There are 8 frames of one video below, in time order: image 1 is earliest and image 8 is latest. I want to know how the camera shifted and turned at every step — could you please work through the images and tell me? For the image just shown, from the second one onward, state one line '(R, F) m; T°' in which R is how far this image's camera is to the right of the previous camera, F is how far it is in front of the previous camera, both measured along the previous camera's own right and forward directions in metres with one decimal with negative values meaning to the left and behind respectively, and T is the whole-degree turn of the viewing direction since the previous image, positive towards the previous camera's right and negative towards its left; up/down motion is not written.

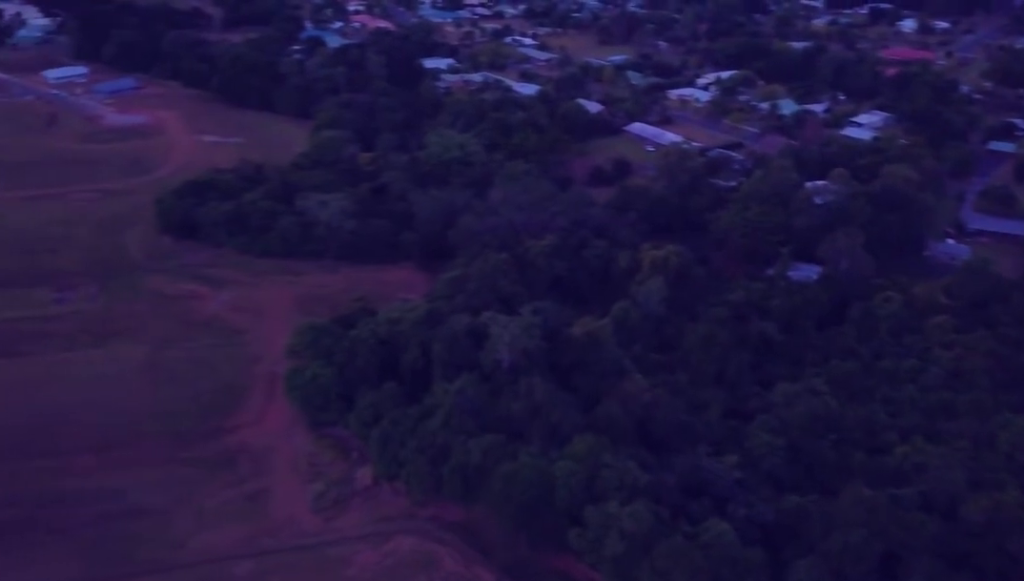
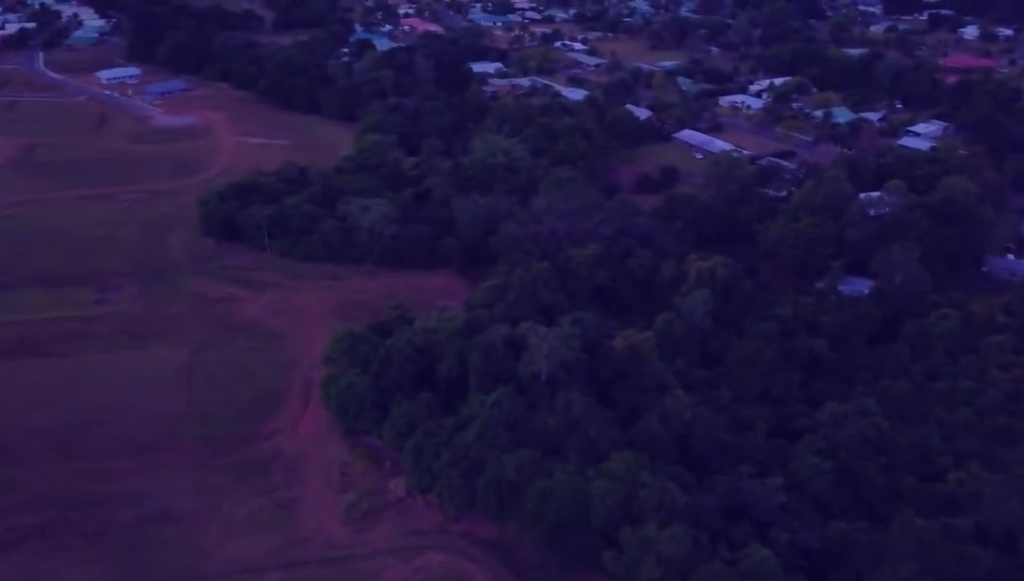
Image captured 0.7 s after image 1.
(0.0, +4.6) m; 0°
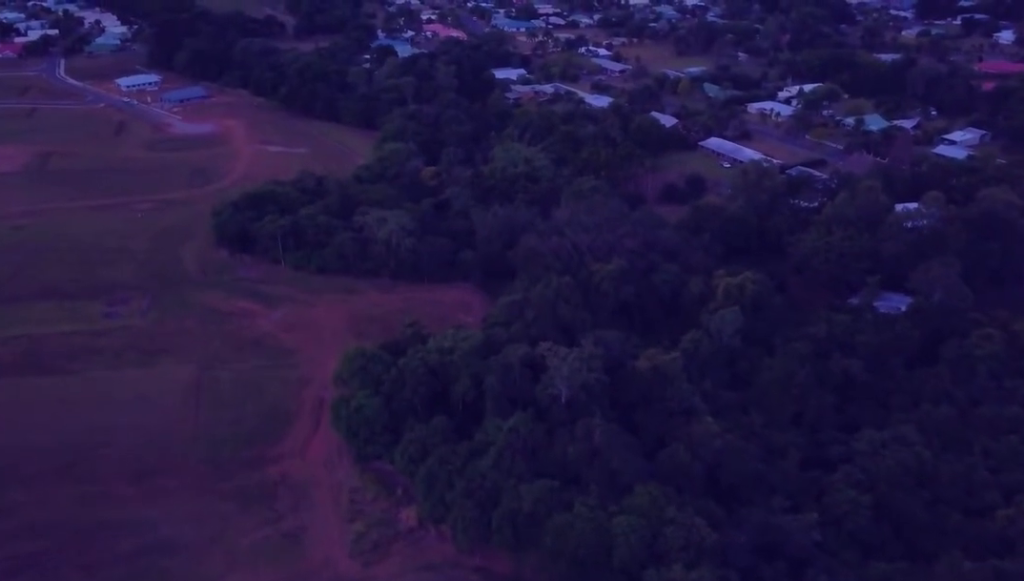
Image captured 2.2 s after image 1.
(0.0, +9.9) m; 0°
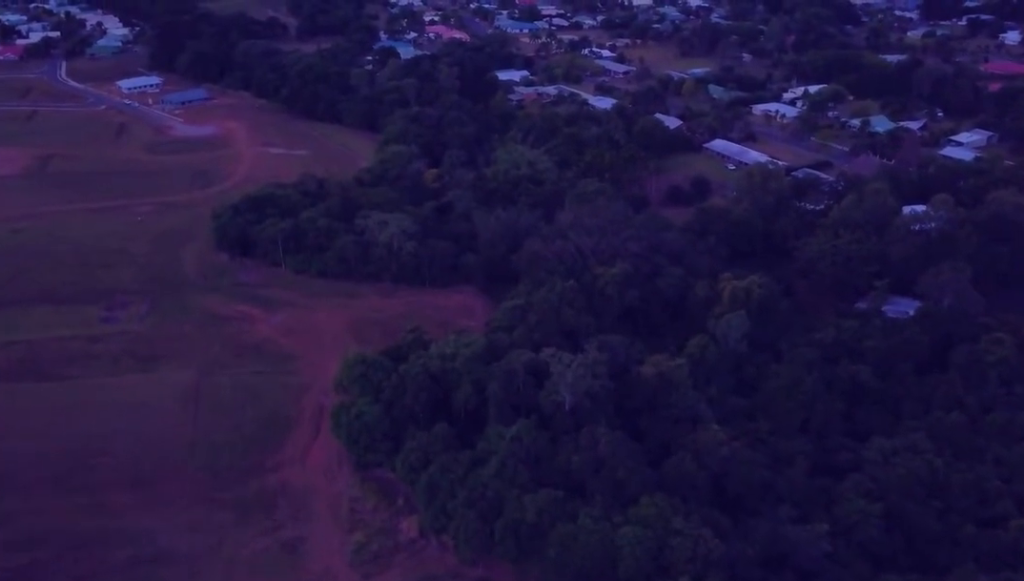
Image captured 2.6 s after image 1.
(0.0, +3.4) m; 0°
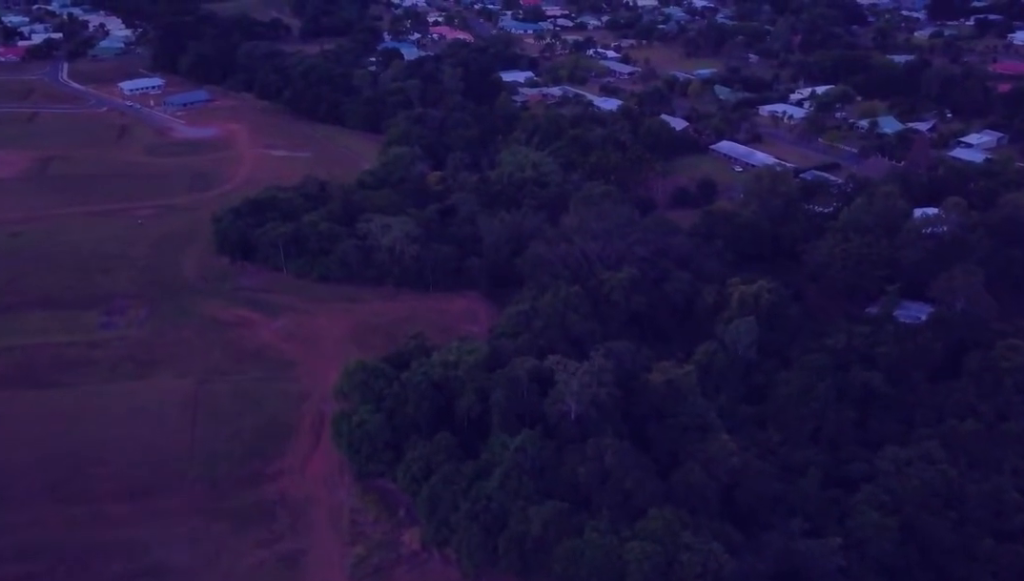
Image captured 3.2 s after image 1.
(0.0, +4.3) m; 0°
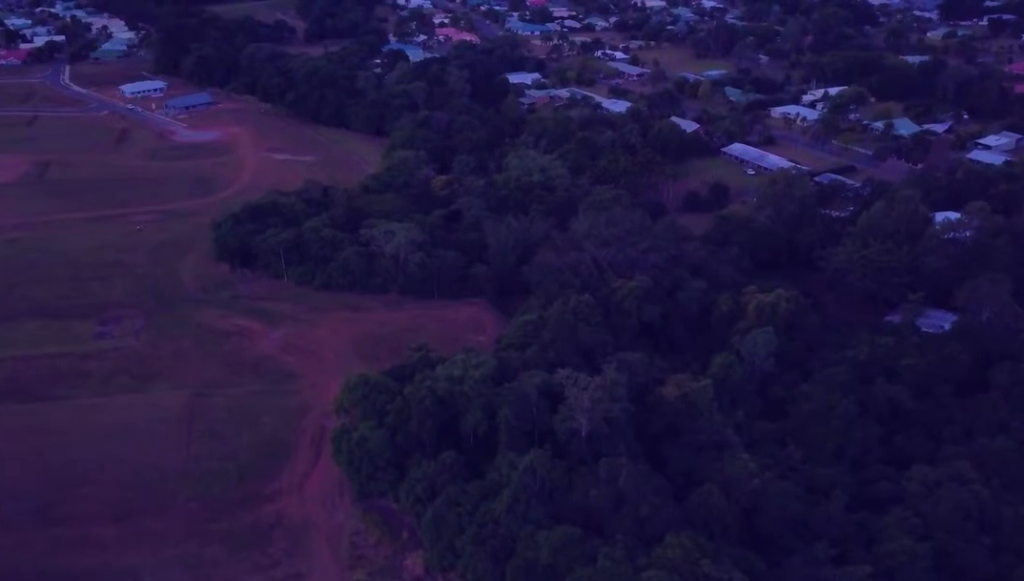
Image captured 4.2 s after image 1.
(0.0, +8.4) m; 0°
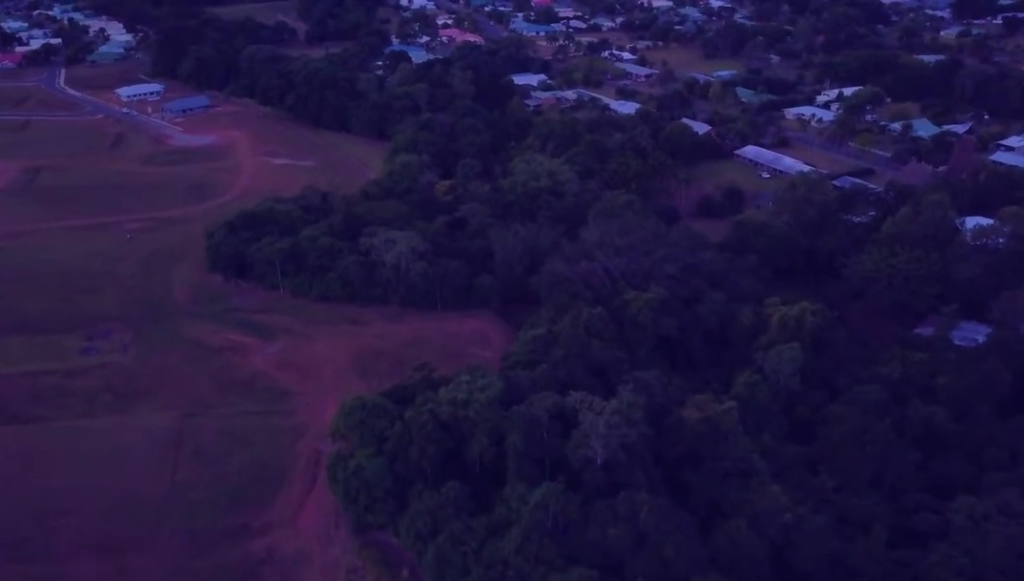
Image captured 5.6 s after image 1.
(0.0, +12.8) m; 0°
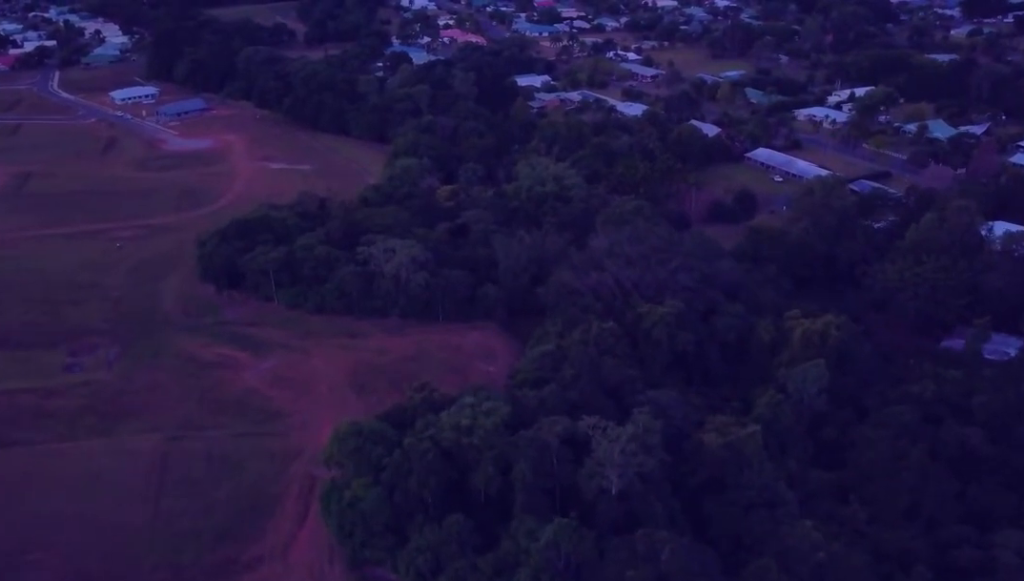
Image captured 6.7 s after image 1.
(0.0, +11.2) m; 0°
